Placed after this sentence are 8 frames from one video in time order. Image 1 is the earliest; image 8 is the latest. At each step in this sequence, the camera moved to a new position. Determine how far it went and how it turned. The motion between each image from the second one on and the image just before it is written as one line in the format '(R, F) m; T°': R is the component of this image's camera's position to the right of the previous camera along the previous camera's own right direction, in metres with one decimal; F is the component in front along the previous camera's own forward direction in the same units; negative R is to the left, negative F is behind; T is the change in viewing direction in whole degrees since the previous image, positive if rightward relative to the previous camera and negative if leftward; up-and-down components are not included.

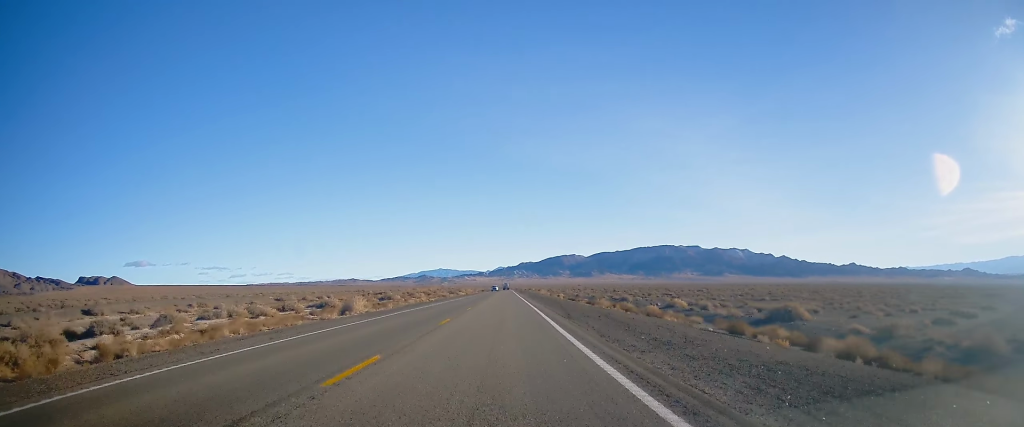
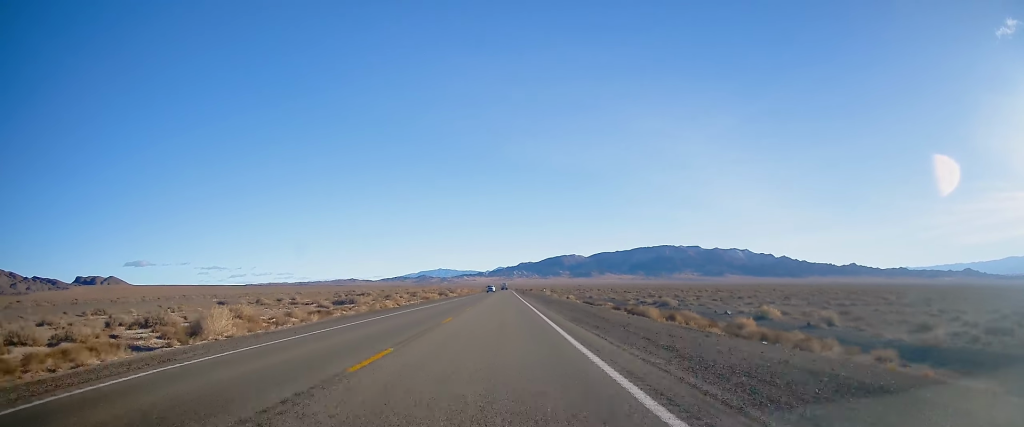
(-0.2, +23.0) m; 0°
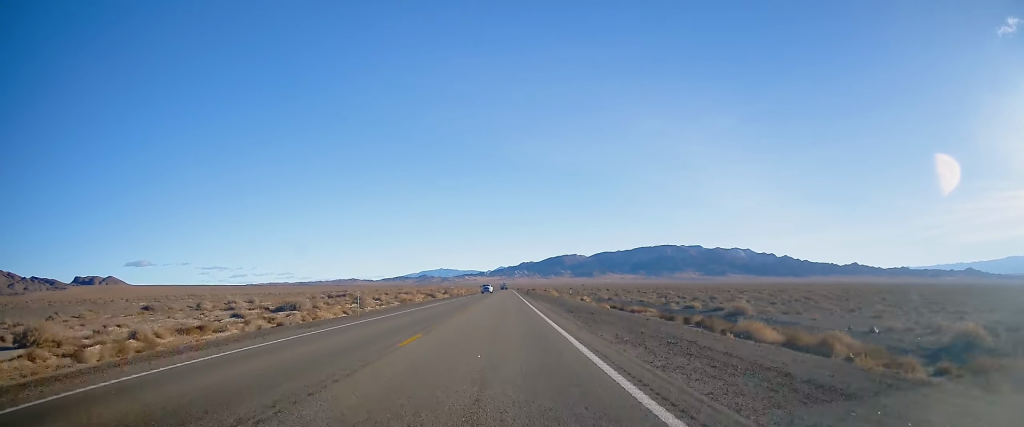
(0.0, +20.7) m; 0°
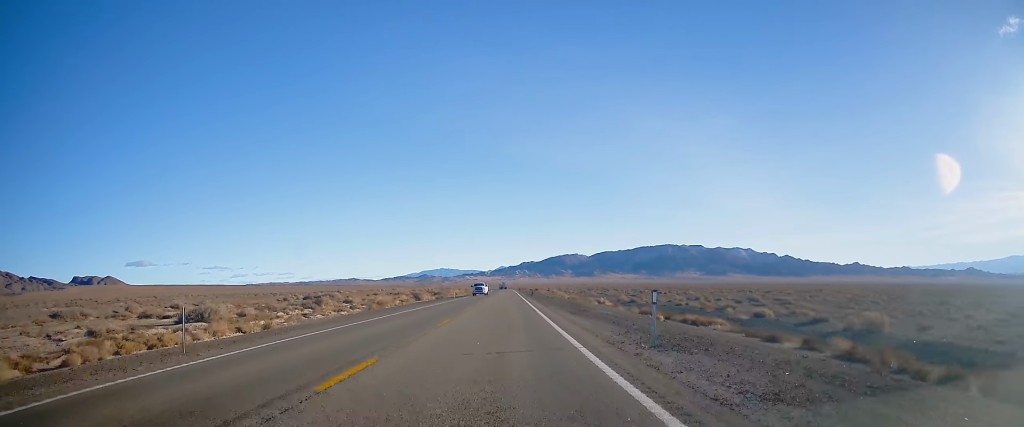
(+0.1, +17.3) m; 0°
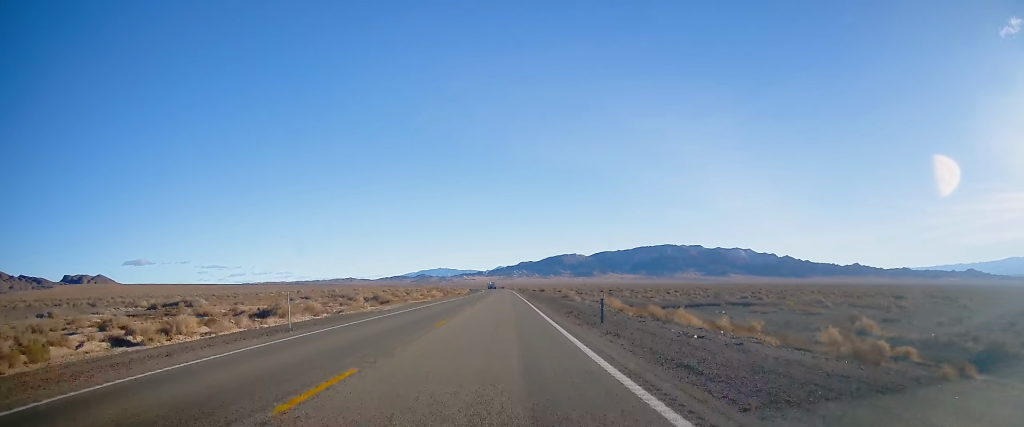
(+0.2, +62.2) m; 0°
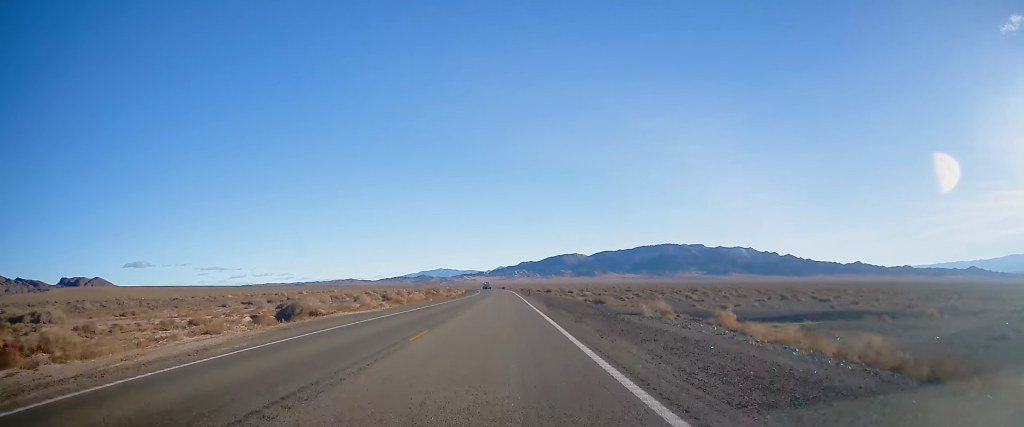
(0.0, +28.8) m; 0°
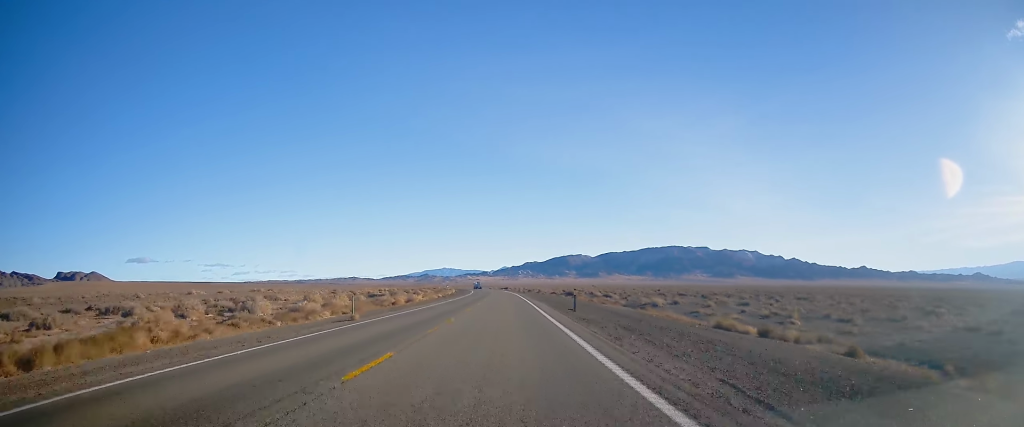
(-0.4, +54.2) m; 0°
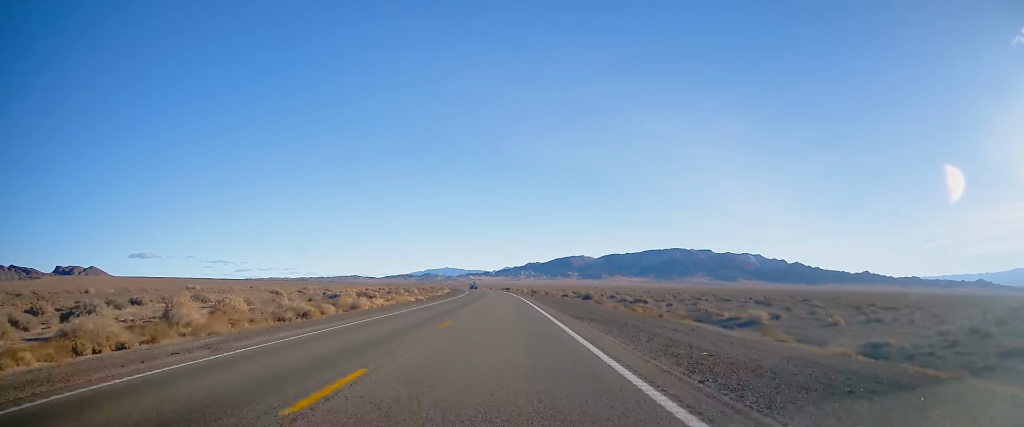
(0.0, +26.6) m; 0°
